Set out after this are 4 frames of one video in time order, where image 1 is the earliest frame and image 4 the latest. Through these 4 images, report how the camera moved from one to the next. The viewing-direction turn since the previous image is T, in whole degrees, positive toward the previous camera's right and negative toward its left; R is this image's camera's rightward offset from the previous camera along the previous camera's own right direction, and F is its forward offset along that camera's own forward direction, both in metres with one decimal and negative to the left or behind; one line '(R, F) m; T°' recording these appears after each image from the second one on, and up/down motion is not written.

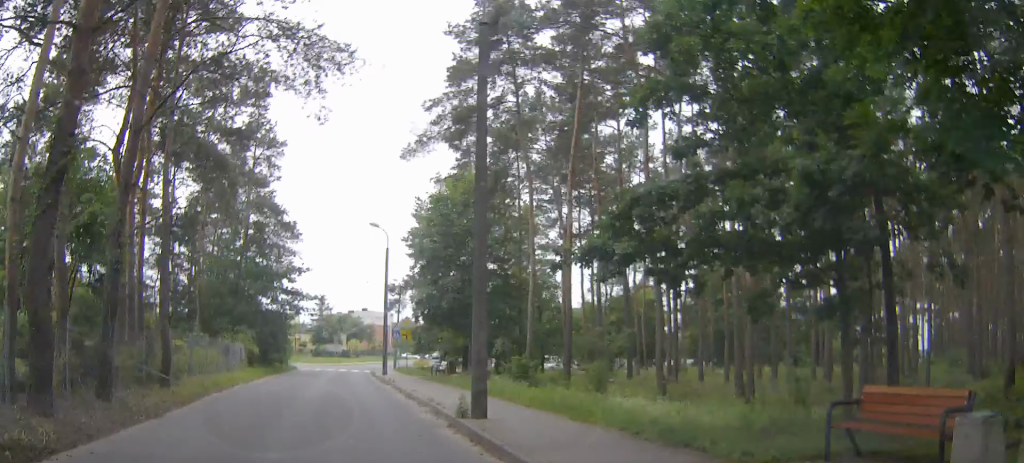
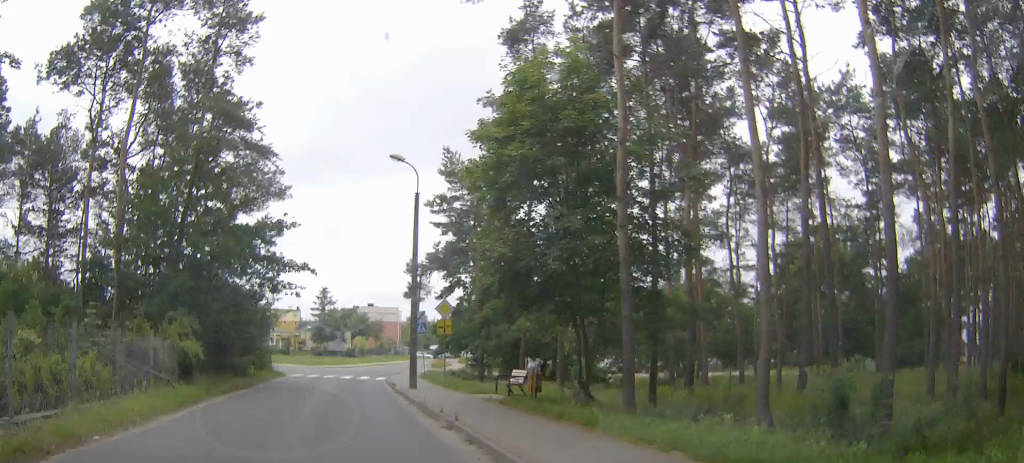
(-0.1, +14.7) m; 0°
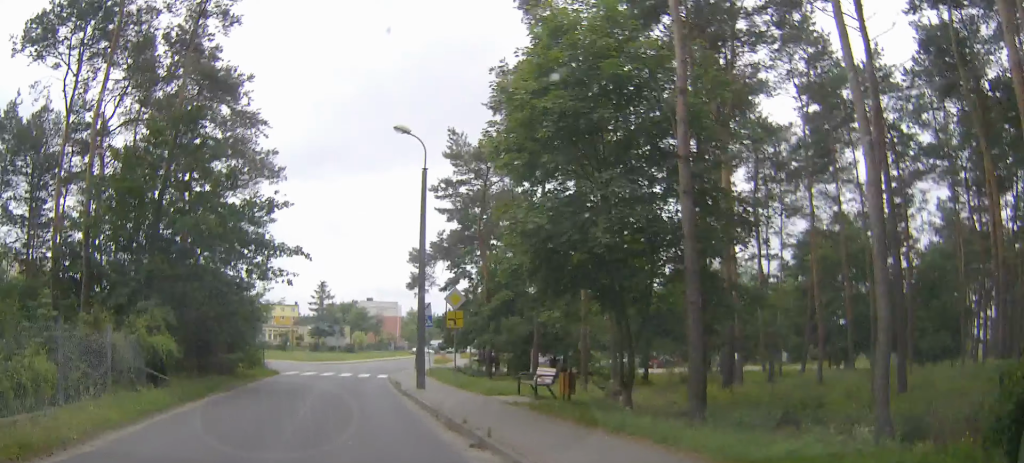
(0.0, +2.9) m; 0°
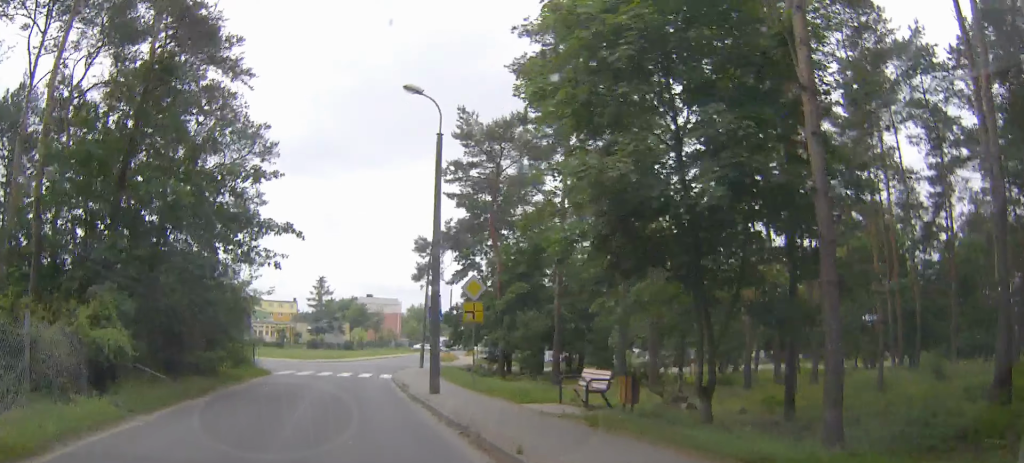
(0.0, +3.8) m; 0°
